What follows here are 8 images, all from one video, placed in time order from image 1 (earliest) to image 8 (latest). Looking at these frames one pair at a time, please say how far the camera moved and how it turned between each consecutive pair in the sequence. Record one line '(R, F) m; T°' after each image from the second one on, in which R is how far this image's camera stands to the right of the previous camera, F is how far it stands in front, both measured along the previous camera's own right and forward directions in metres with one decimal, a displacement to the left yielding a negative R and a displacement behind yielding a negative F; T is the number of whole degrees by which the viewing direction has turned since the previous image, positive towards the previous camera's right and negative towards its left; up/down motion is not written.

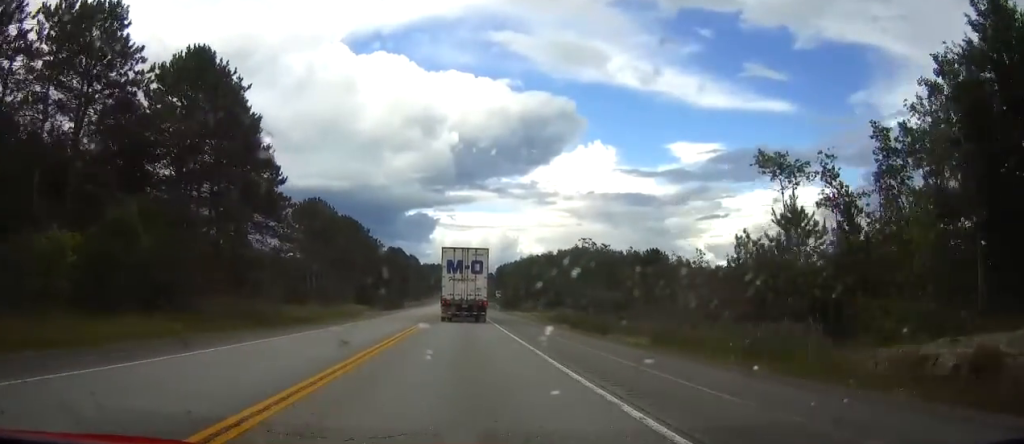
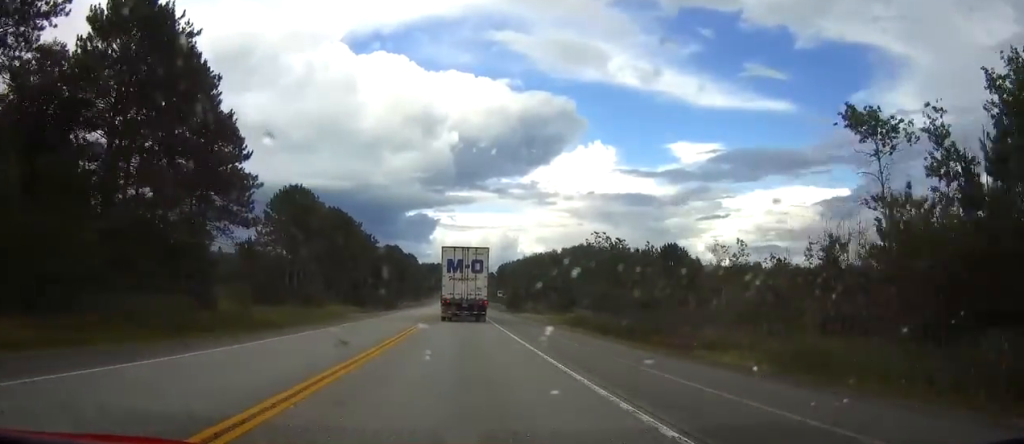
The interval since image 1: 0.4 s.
(0.0, +12.2) m; 0°
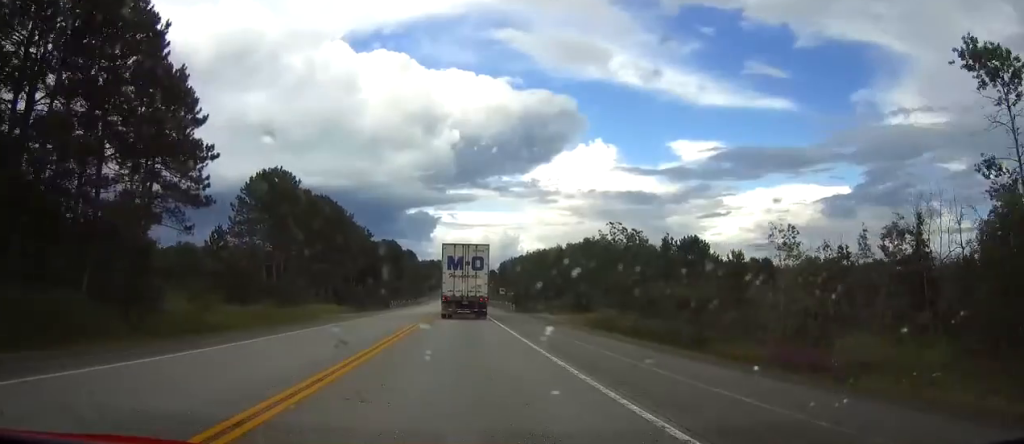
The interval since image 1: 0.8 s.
(0.0, +11.2) m; 0°
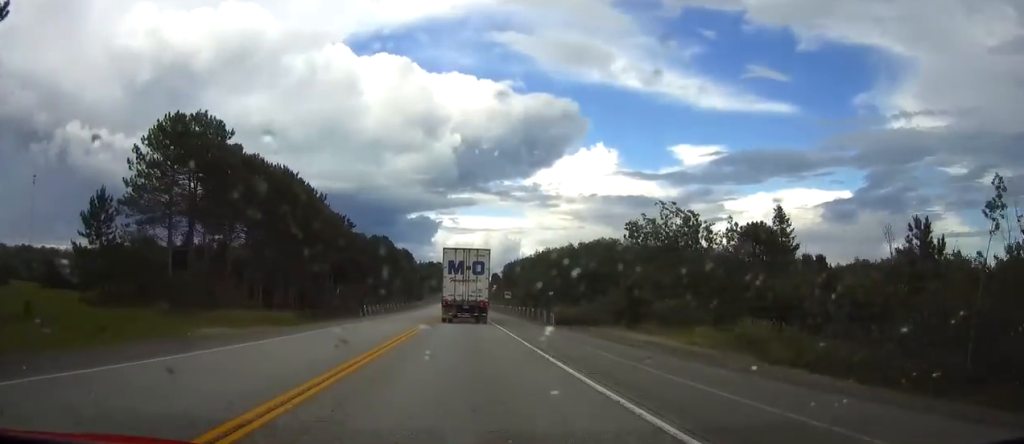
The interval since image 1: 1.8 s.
(-0.1, +27.1) m; 0°
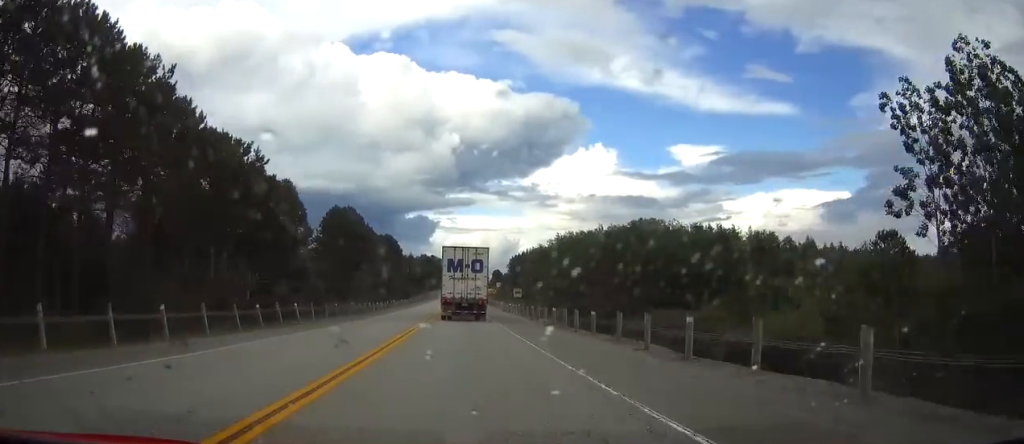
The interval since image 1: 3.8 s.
(-0.2, +56.0) m; 0°
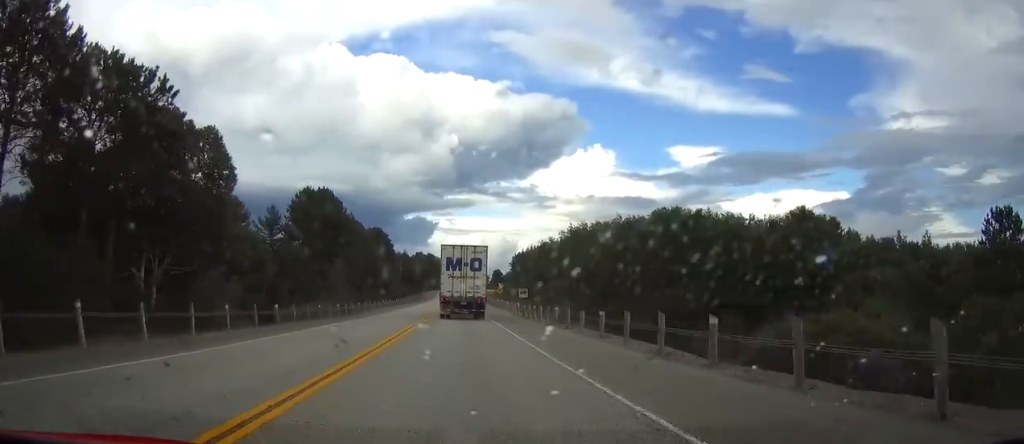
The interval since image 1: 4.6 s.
(+0.1, +23.4) m; 0°
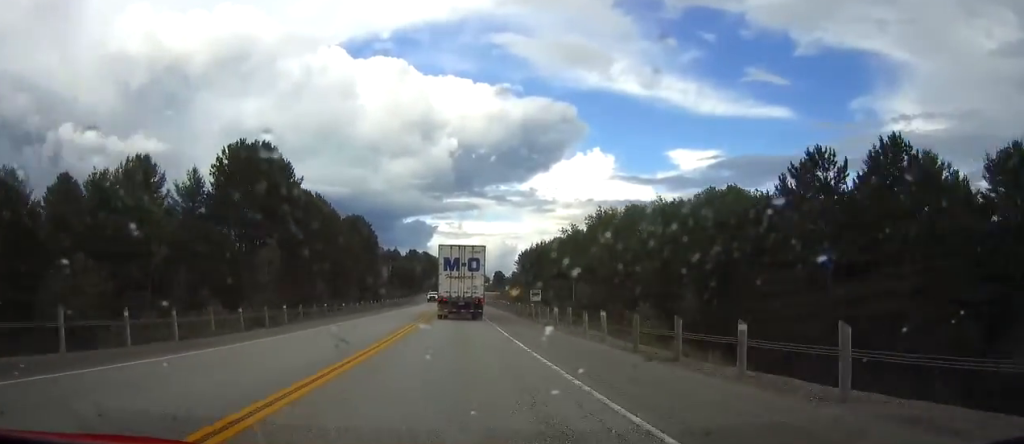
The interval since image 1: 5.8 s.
(+0.1, +33.6) m; 0°
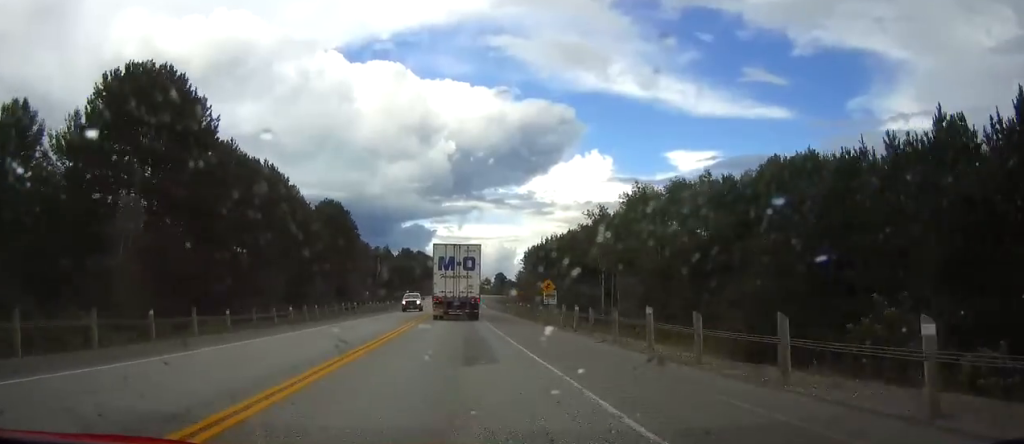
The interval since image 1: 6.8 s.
(0.0, +27.0) m; 0°
